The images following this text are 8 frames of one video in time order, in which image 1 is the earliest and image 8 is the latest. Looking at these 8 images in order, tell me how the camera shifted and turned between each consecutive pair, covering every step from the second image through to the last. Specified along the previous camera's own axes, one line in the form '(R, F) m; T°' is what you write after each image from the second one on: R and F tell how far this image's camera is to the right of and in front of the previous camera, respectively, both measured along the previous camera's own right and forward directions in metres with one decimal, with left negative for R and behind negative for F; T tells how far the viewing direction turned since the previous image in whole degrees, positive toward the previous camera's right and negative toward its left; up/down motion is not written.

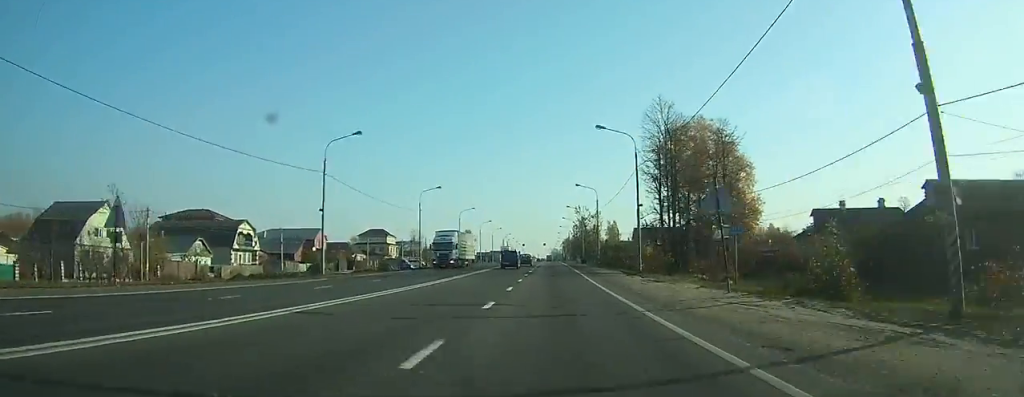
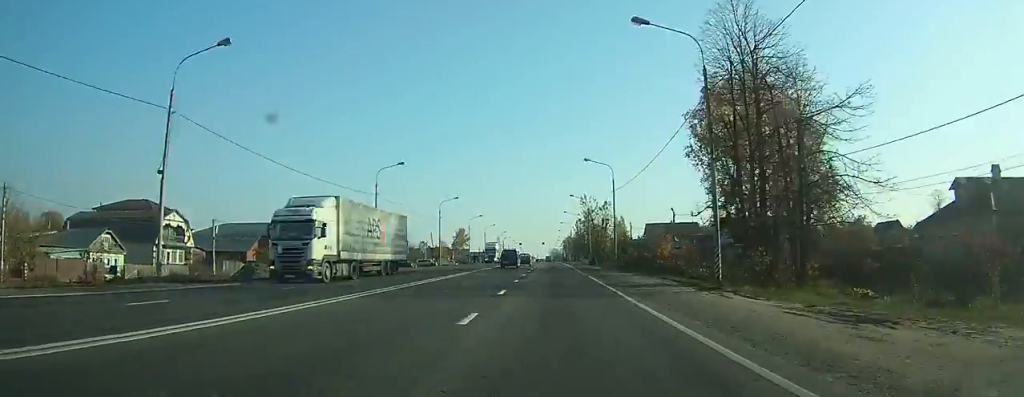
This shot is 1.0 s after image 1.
(-0.1, +20.0) m; 0°
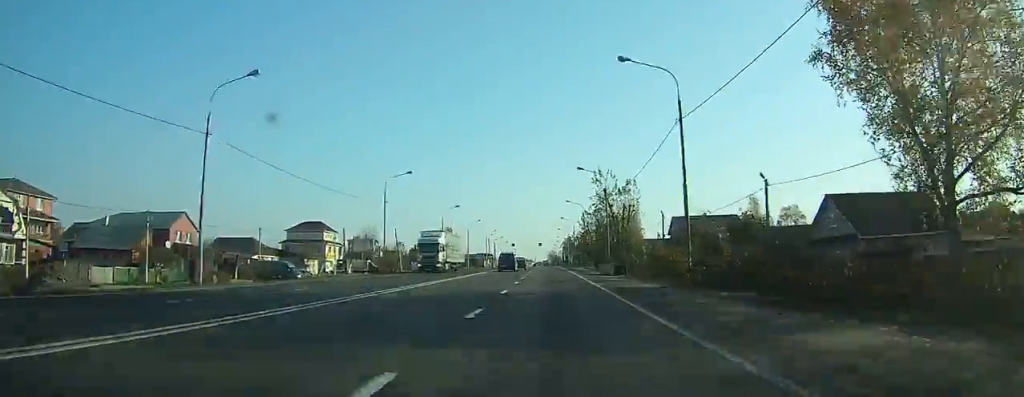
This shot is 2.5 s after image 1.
(-0.1, +30.6) m; 0°
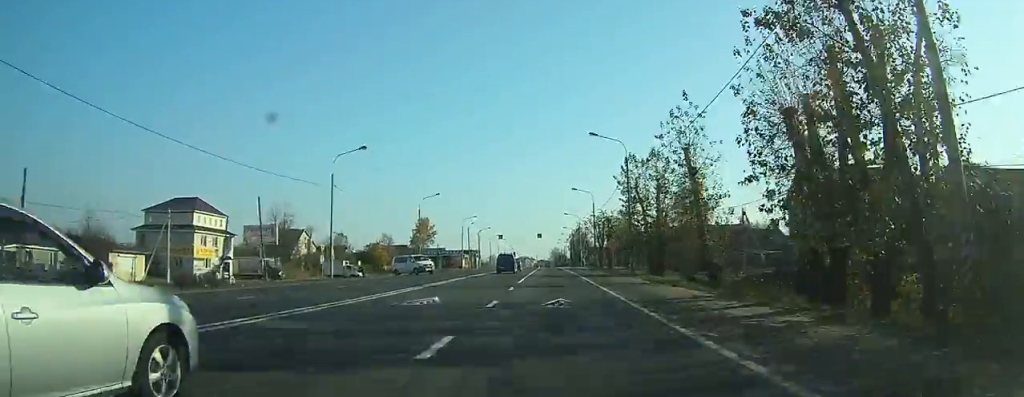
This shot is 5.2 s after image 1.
(-0.1, +53.1) m; 0°
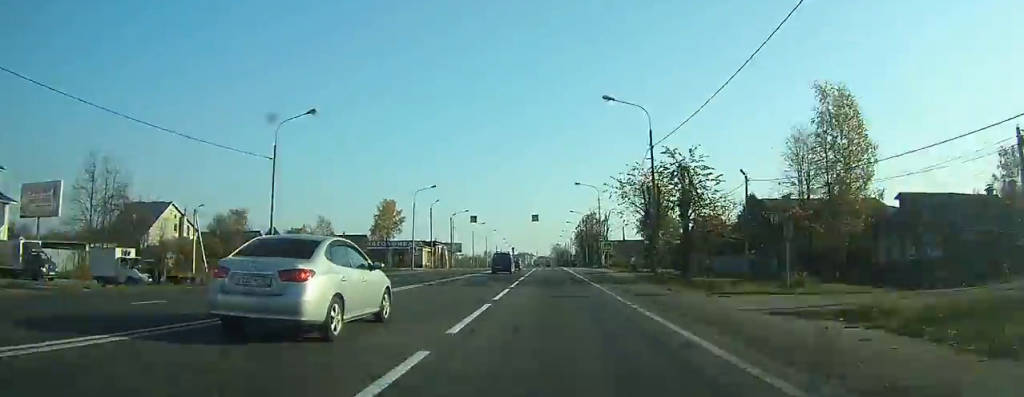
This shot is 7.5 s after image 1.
(-0.1, +44.5) m; 0°
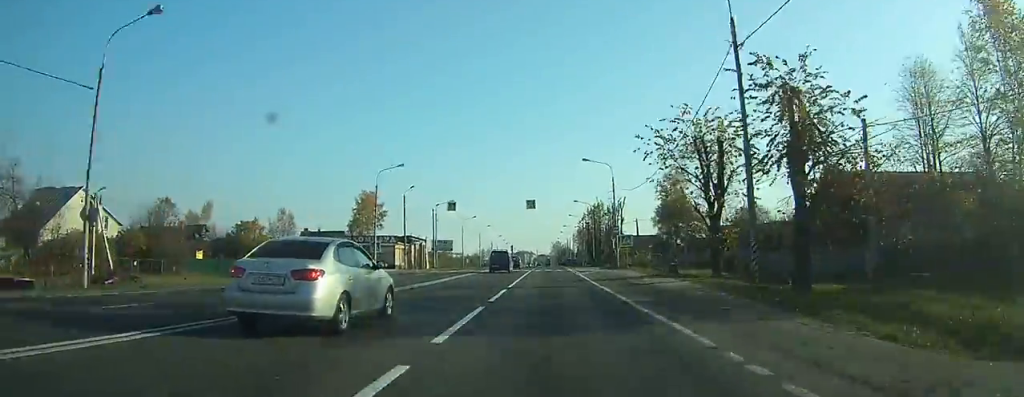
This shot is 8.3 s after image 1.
(0.0, +16.8) m; 0°
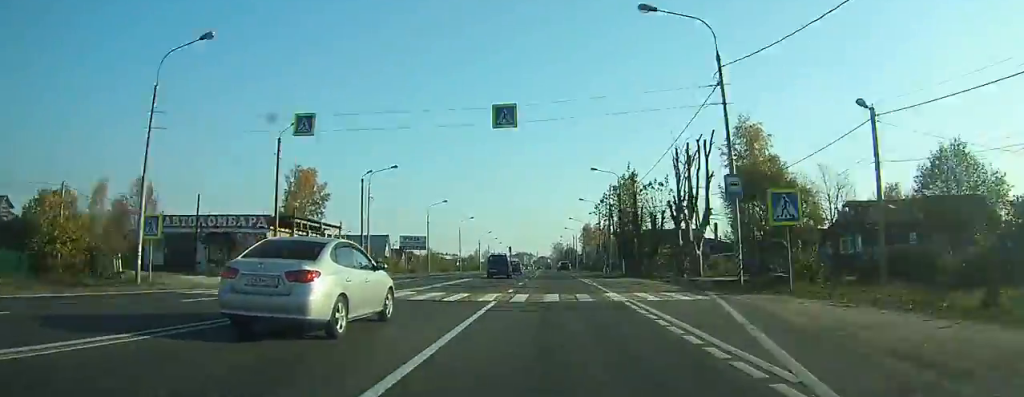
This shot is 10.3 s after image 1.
(0.0, +36.7) m; 0°
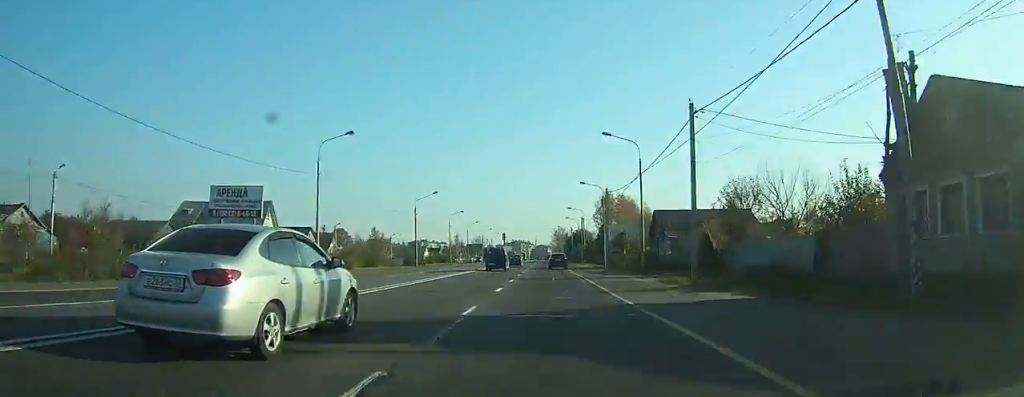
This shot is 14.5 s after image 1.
(+0.2, +76.3) m; 0°
